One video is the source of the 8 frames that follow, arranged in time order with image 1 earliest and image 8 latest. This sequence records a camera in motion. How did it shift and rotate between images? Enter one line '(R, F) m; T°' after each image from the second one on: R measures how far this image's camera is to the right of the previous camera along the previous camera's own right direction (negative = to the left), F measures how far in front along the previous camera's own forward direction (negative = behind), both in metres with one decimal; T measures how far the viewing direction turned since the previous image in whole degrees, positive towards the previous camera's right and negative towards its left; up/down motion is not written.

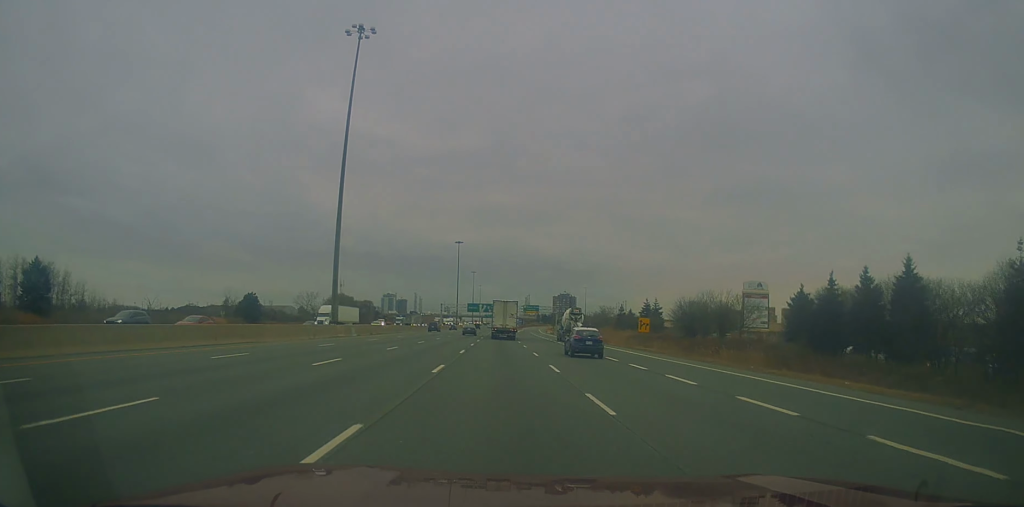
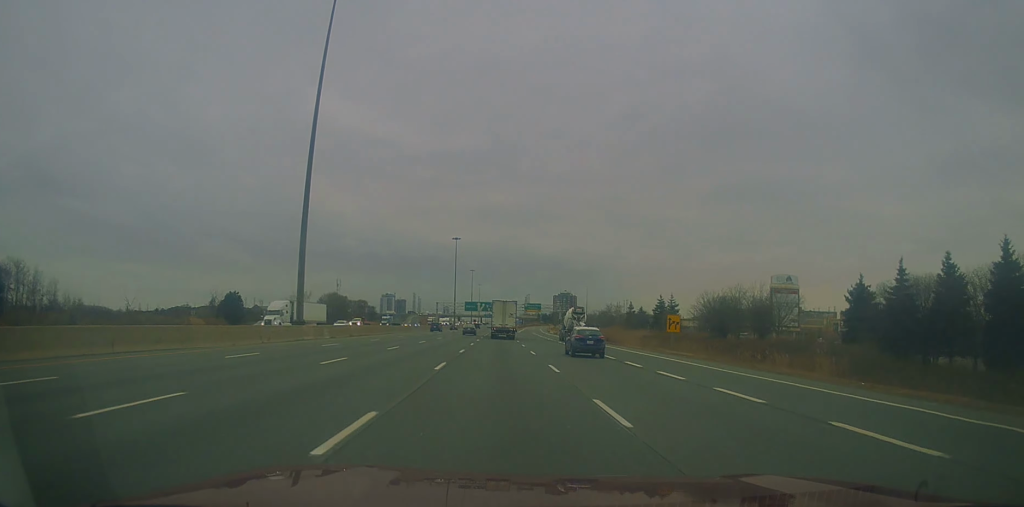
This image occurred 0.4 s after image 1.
(+0.1, +10.9) m; -1°
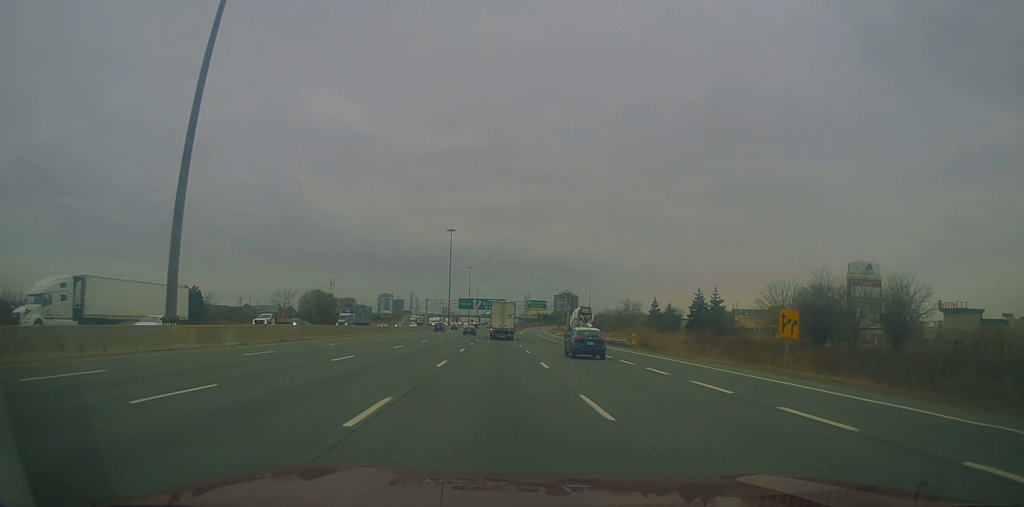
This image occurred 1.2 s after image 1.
(-0.4, +21.9) m; 0°
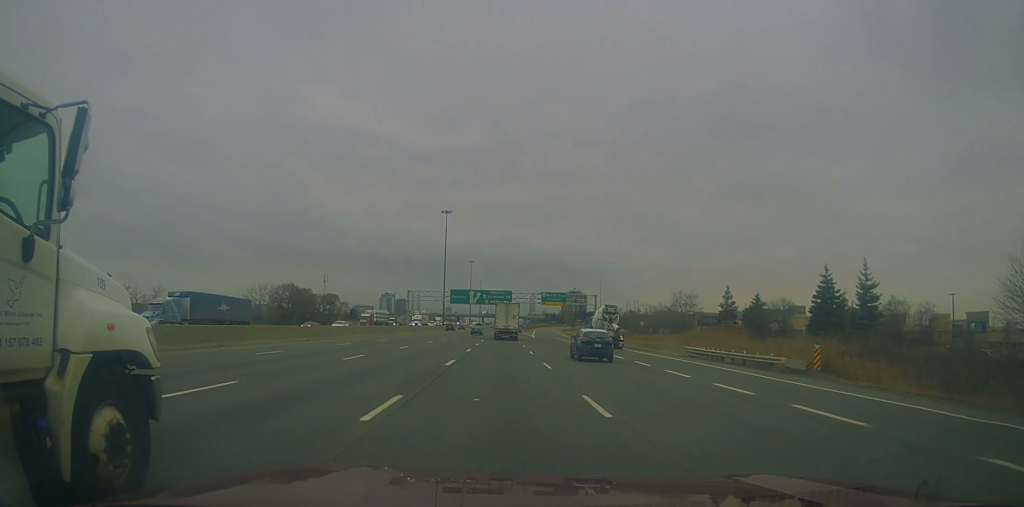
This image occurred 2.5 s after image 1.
(+0.6, +35.7) m; +1°
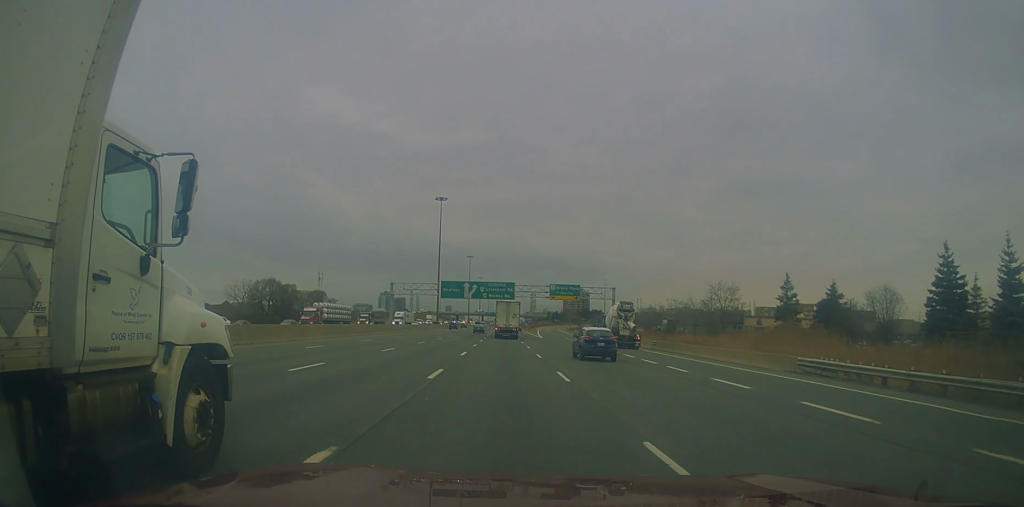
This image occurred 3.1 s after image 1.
(-0.3, +17.5) m; 0°
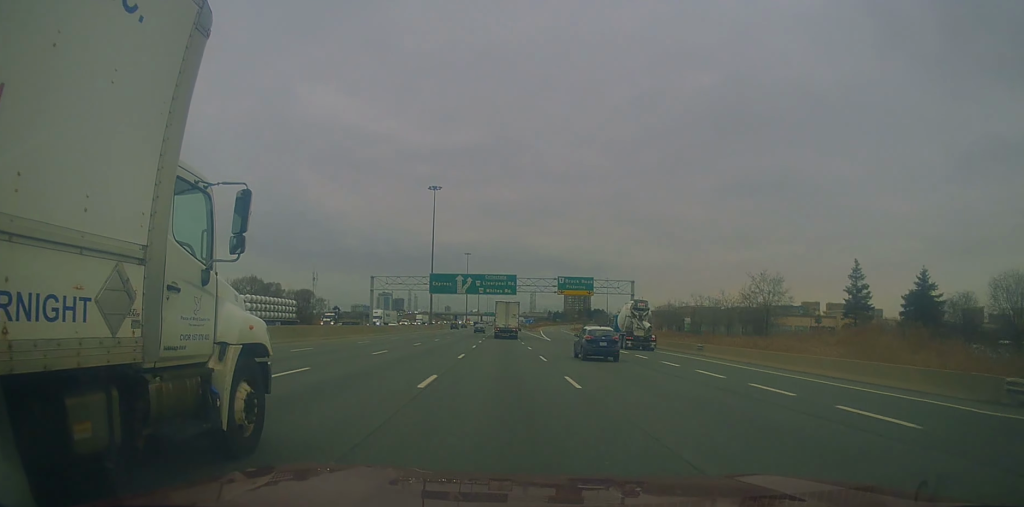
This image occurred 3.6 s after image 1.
(0.0, +13.8) m; 0°
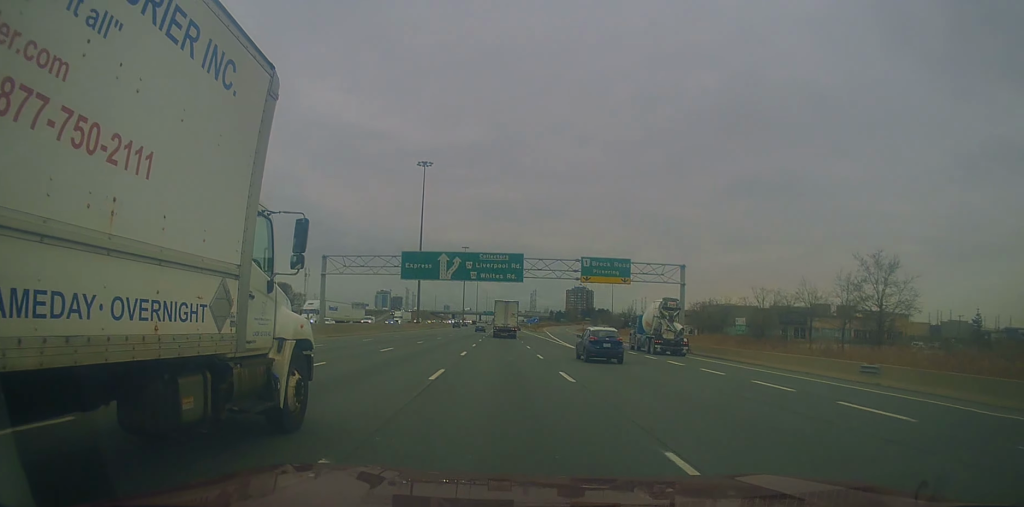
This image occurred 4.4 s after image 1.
(+0.3, +22.2) m; 0°
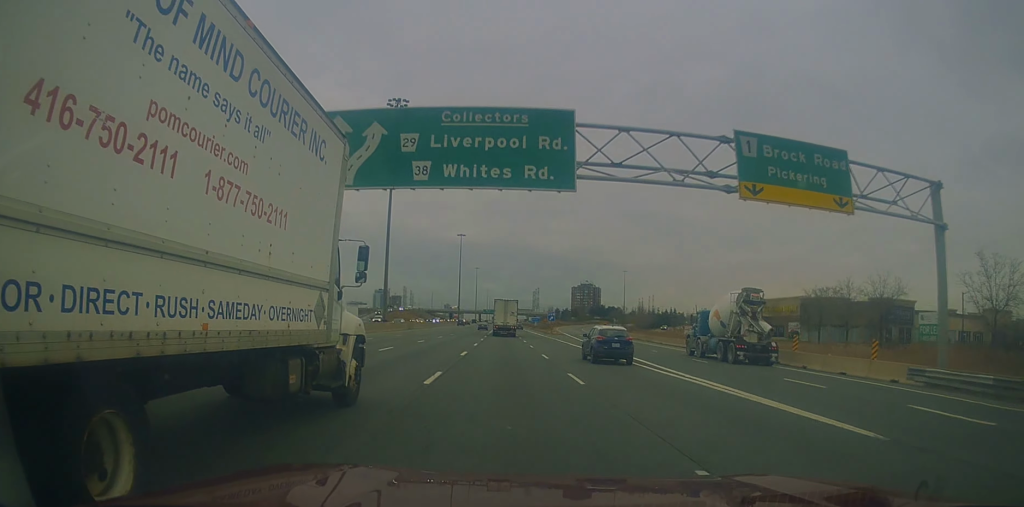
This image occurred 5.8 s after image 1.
(-0.5, +37.4) m; -1°
